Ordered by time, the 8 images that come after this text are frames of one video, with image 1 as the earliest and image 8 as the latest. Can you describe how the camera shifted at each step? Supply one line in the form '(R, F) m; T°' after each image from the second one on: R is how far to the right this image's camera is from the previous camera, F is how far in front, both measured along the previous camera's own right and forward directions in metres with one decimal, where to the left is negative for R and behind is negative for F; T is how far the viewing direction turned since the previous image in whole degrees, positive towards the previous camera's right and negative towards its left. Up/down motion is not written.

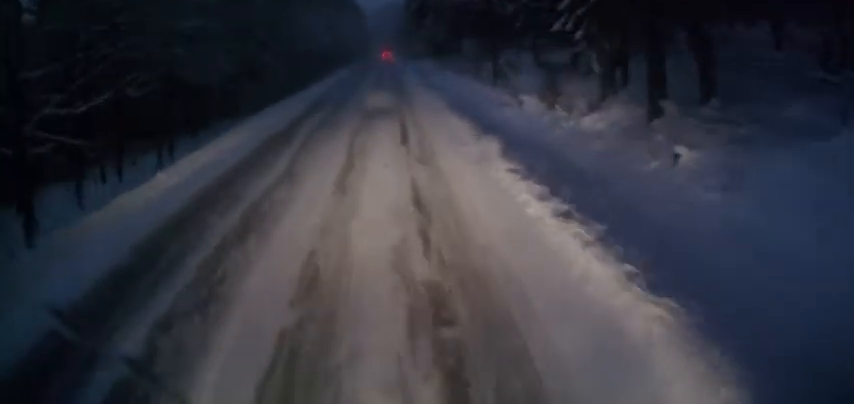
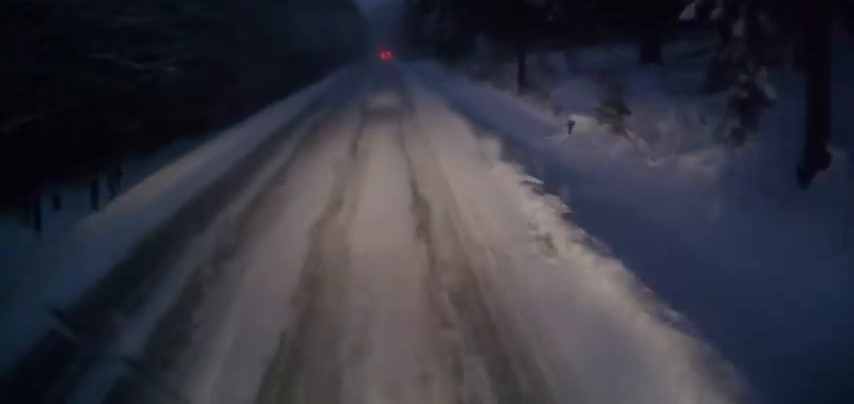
(0.0, +6.6) m; +1°
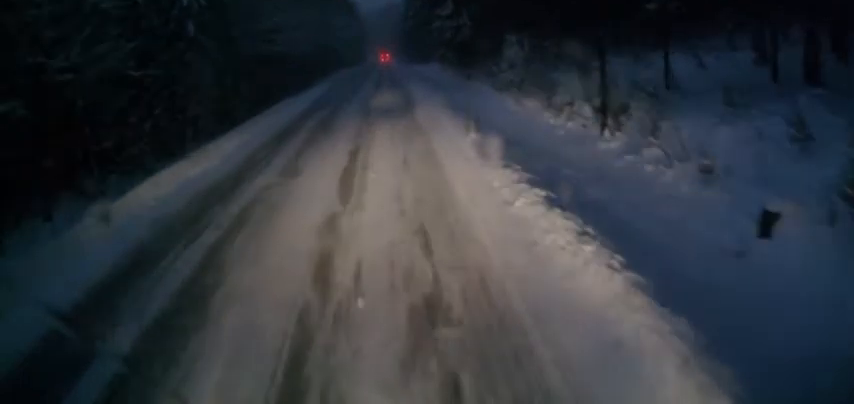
(+0.1, +10.2) m; 0°
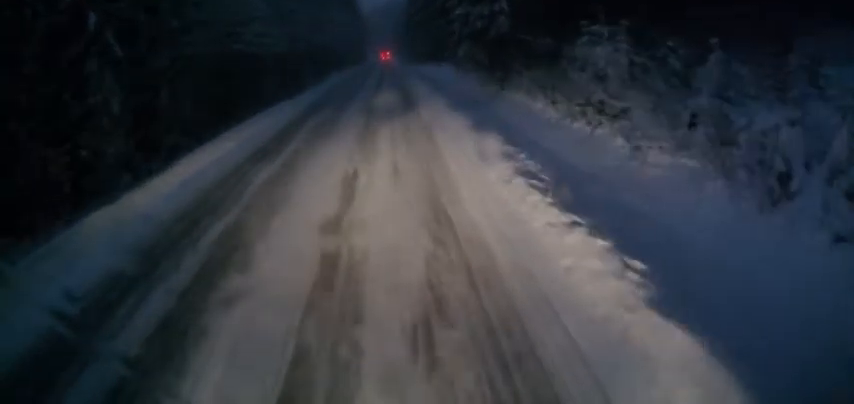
(-0.1, +10.6) m; 0°
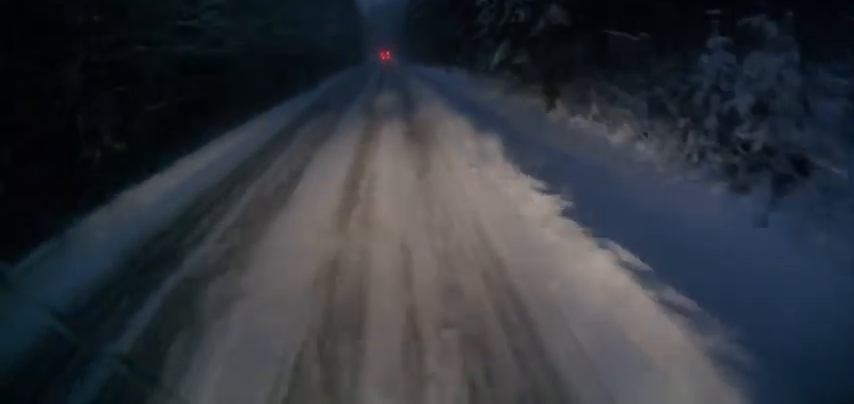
(0.0, +7.7) m; +1°
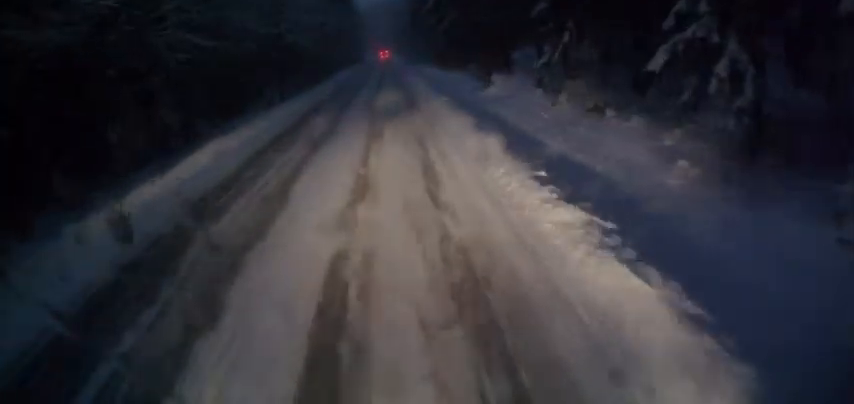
(-0.2, +18.8) m; -1°
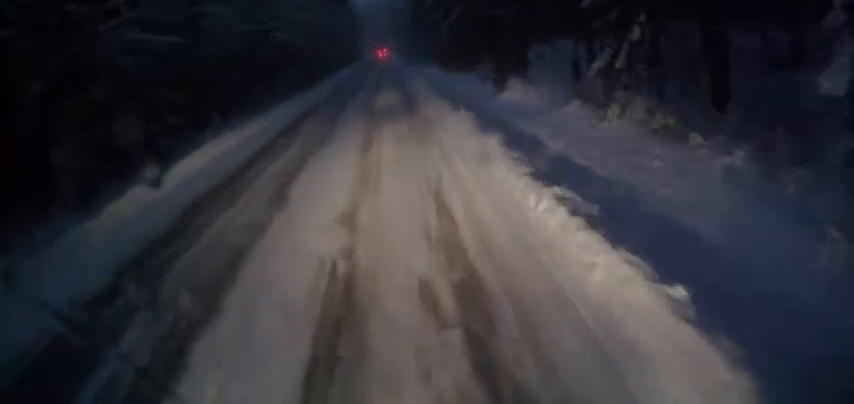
(+0.1, +5.2) m; -1°
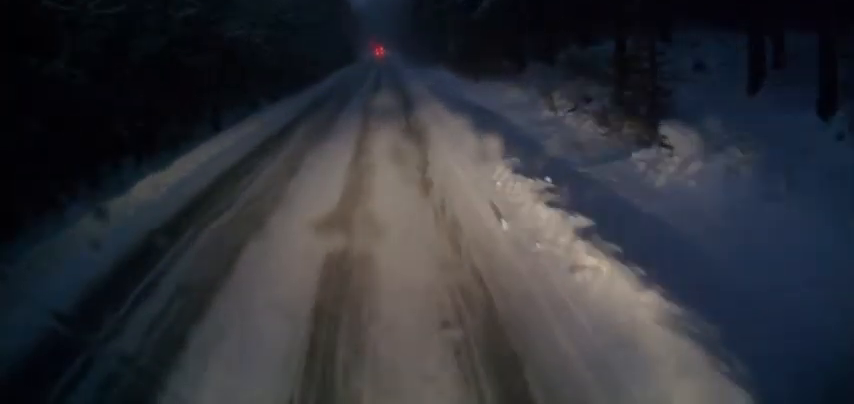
(-0.6, +16.5) m; 0°
